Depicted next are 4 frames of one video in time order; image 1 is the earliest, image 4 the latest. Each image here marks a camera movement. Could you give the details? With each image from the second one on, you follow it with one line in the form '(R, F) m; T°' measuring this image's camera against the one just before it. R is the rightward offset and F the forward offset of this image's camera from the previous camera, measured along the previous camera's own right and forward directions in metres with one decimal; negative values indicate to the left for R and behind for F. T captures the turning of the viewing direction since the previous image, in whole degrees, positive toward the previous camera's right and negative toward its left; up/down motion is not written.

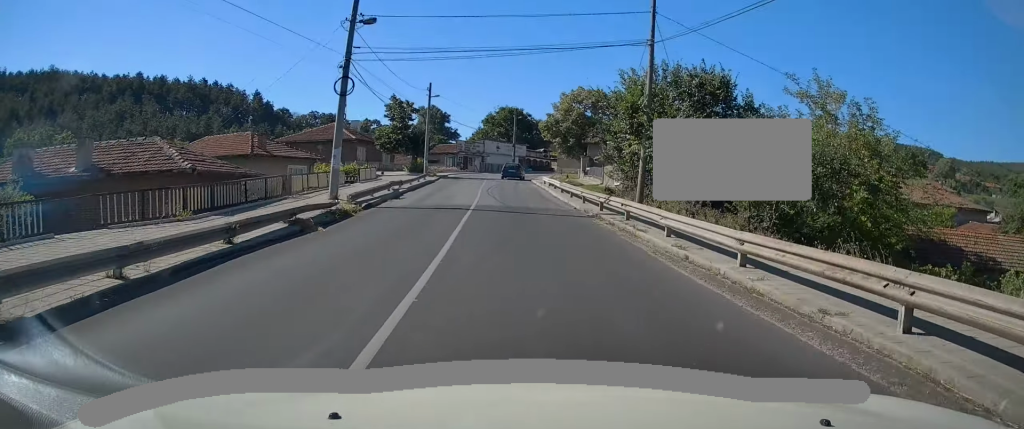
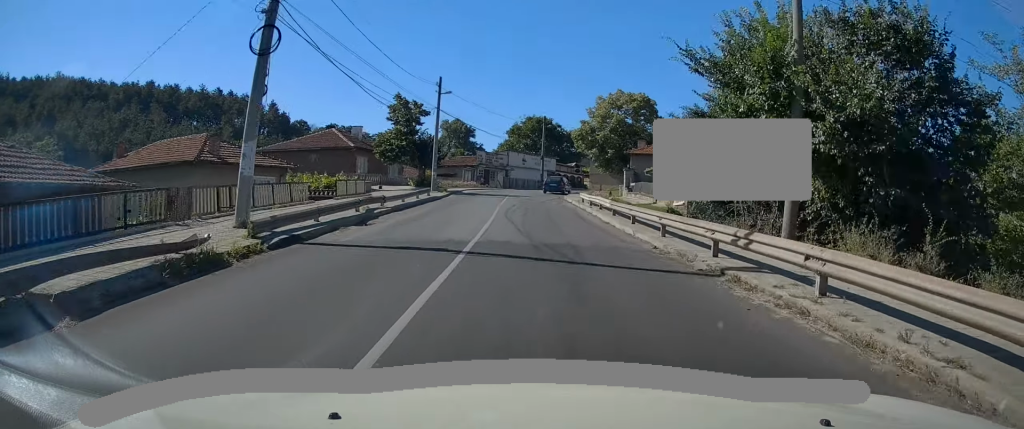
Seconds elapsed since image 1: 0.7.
(0.0, +9.4) m; -1°
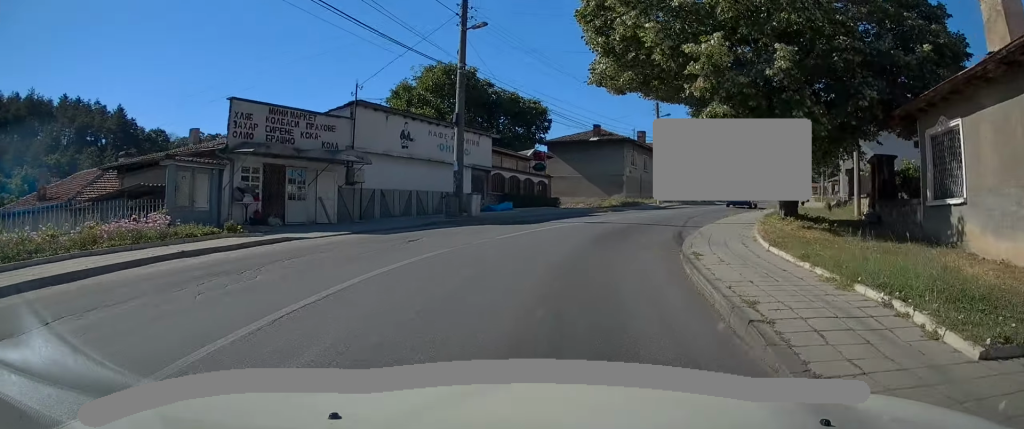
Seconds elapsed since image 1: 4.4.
(+0.8, +44.2) m; +11°
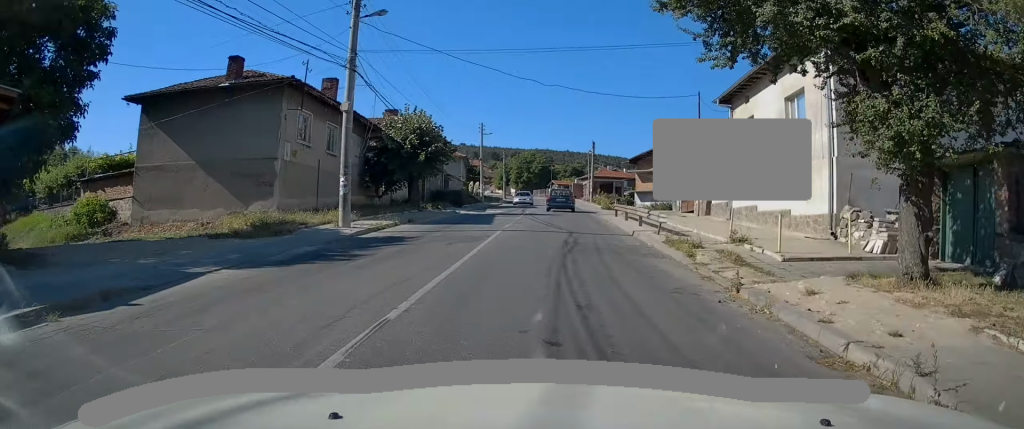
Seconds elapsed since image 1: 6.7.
(+4.1, +25.7) m; +18°
